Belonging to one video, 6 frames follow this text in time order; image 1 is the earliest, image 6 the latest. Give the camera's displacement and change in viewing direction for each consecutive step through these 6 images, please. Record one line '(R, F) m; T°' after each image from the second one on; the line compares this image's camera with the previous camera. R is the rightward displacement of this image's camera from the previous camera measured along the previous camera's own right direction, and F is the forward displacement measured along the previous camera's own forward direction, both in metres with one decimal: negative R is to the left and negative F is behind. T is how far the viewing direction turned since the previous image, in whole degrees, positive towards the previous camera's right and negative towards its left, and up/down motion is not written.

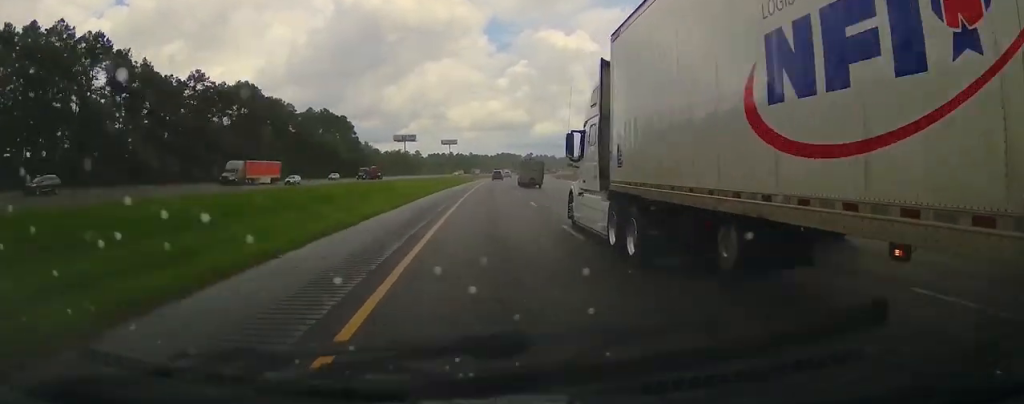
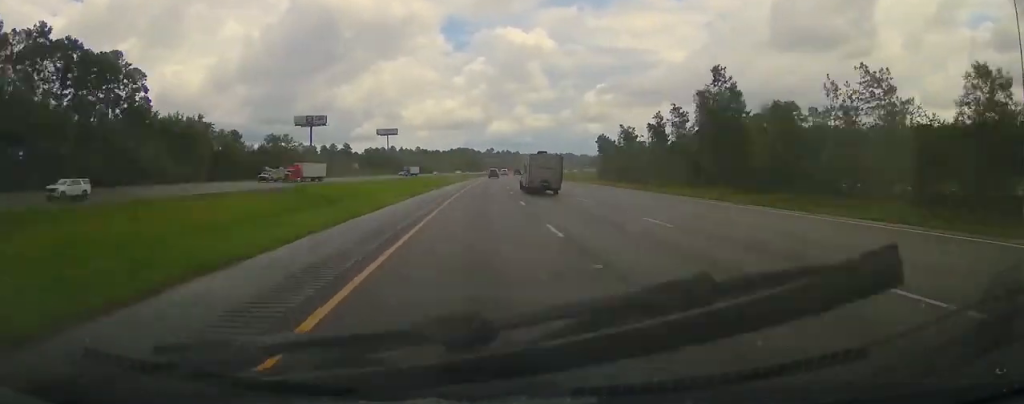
(+5.1, +134.0) m; +4°
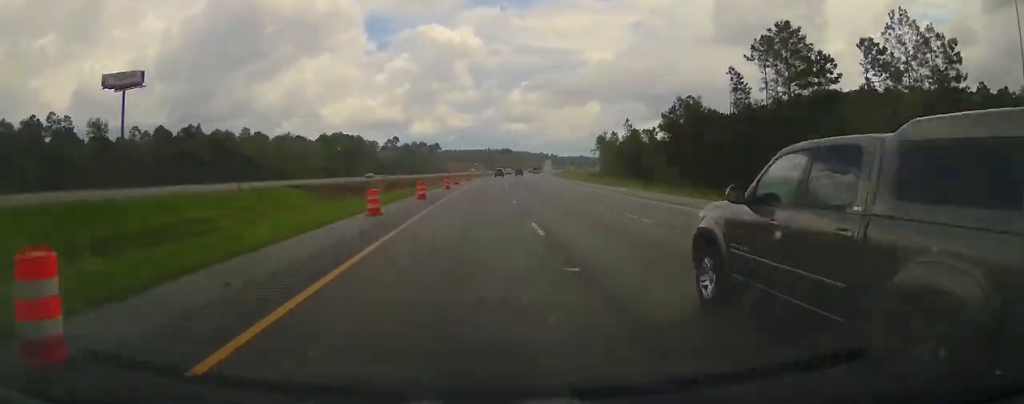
(+19.4, +256.7) m; +9°
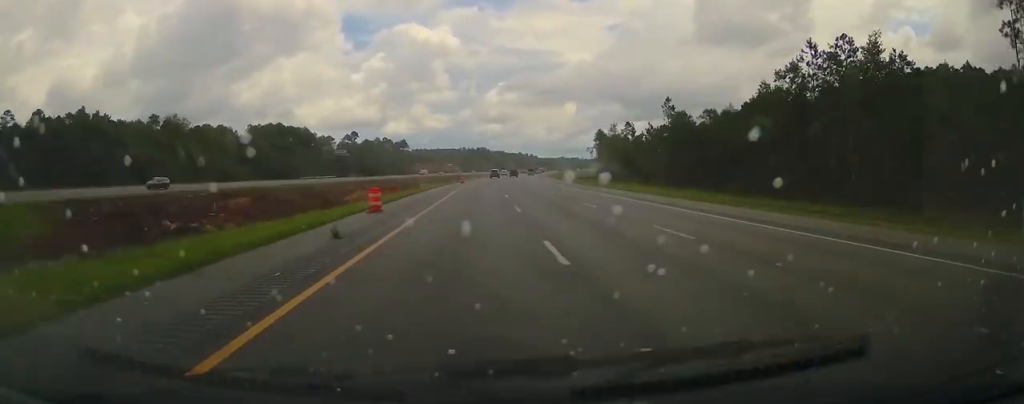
(+1.7, +66.3) m; +2°
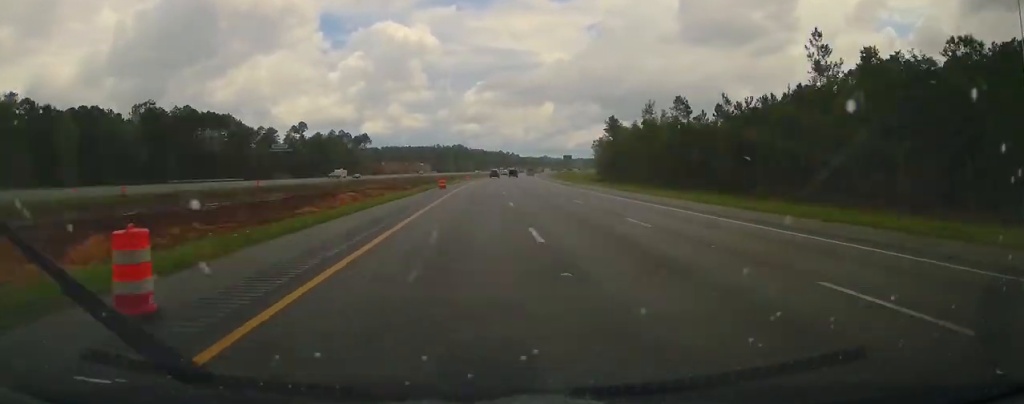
(+1.0, +71.3) m; +2°
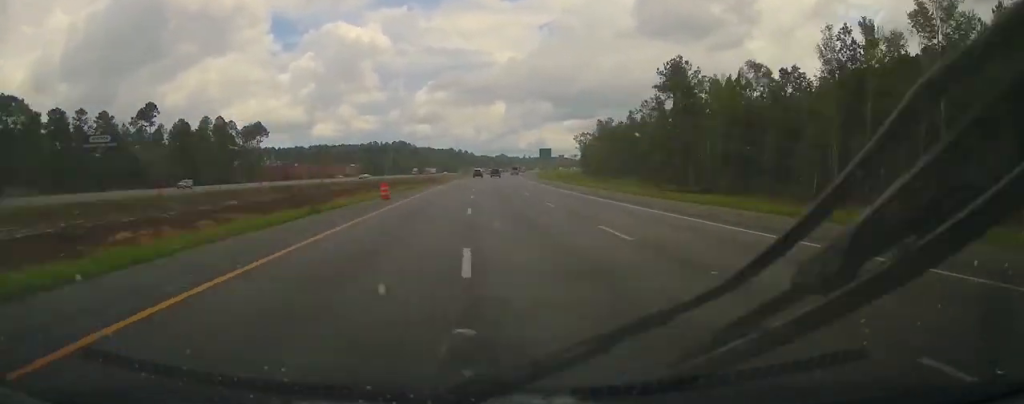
(+3.4, +114.9) m; +4°
